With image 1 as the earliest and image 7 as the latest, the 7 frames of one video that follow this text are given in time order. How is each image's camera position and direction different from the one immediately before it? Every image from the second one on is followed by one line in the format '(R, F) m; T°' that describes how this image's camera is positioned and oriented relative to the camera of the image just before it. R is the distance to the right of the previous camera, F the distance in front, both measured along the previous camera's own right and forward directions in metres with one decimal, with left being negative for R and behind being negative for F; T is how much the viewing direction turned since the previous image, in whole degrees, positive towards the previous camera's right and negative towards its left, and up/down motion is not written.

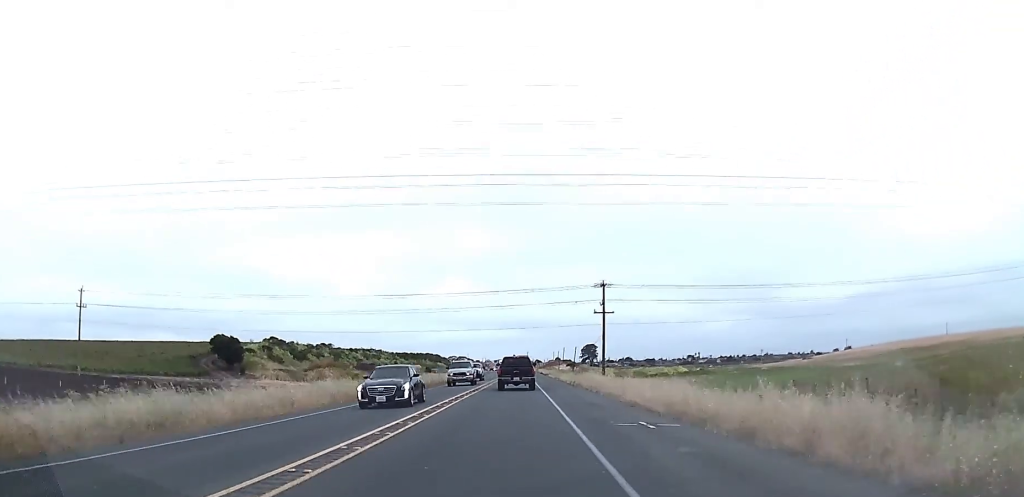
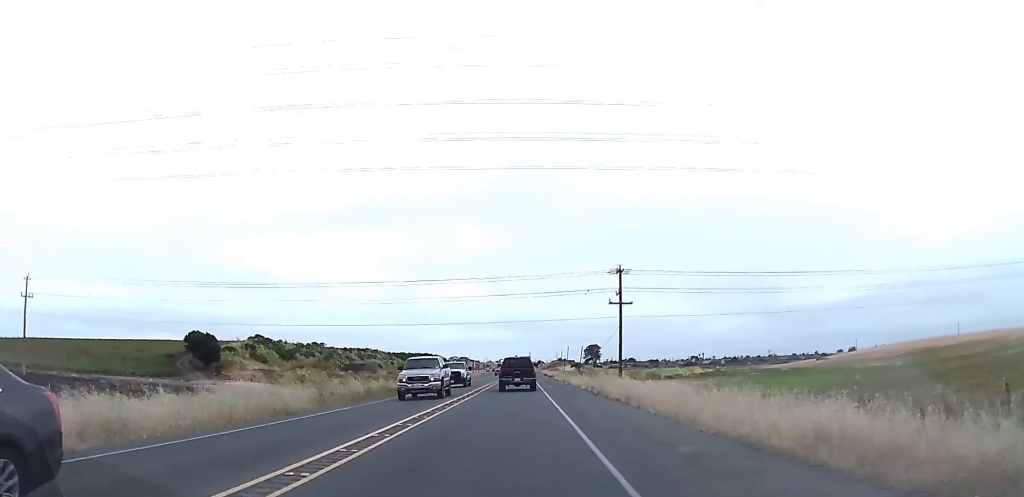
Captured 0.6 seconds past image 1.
(-0.1, +12.7) m; 0°
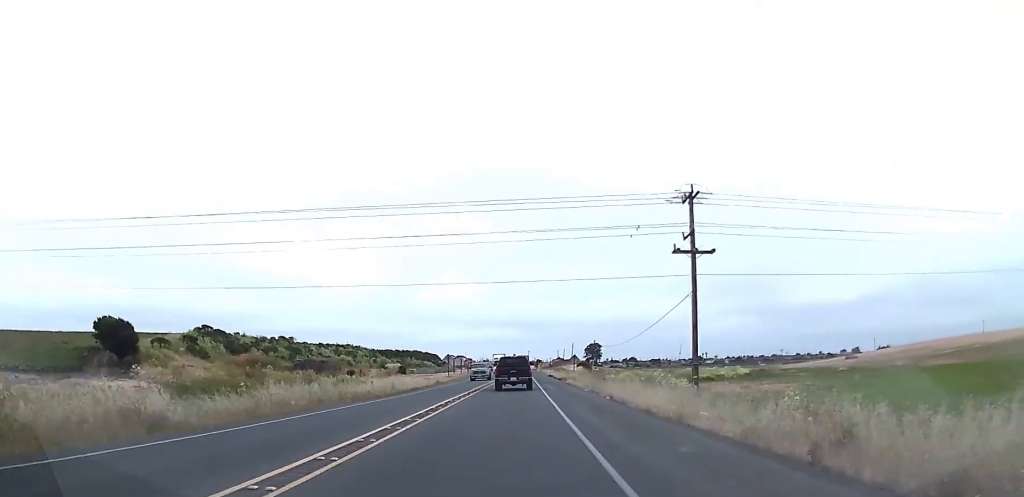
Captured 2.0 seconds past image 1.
(0.0, +31.1) m; 0°
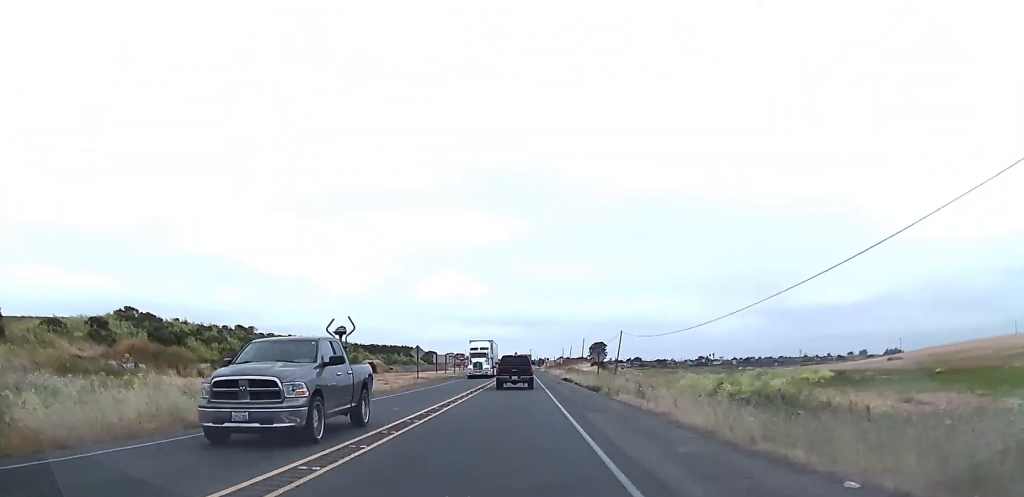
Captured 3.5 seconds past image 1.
(+0.1, +33.2) m; +1°
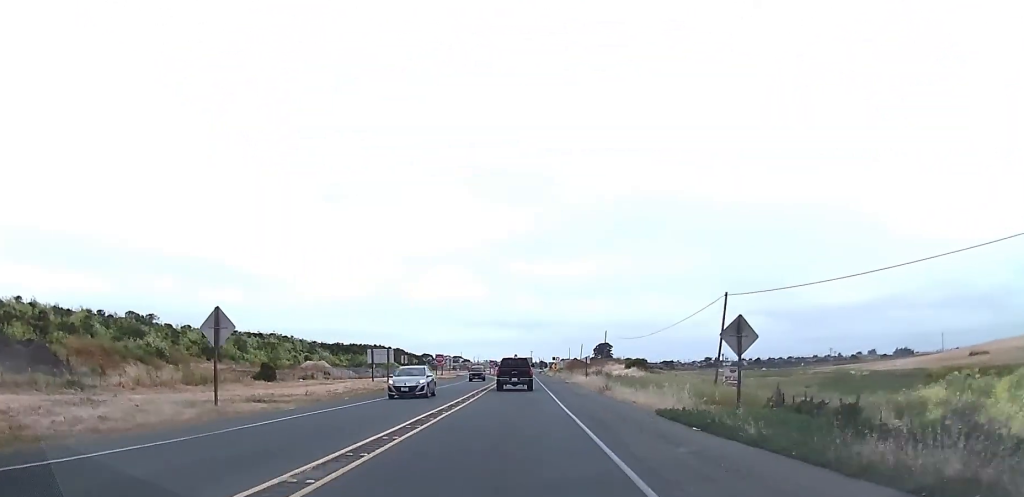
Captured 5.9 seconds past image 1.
(+0.2, +50.8) m; -1°
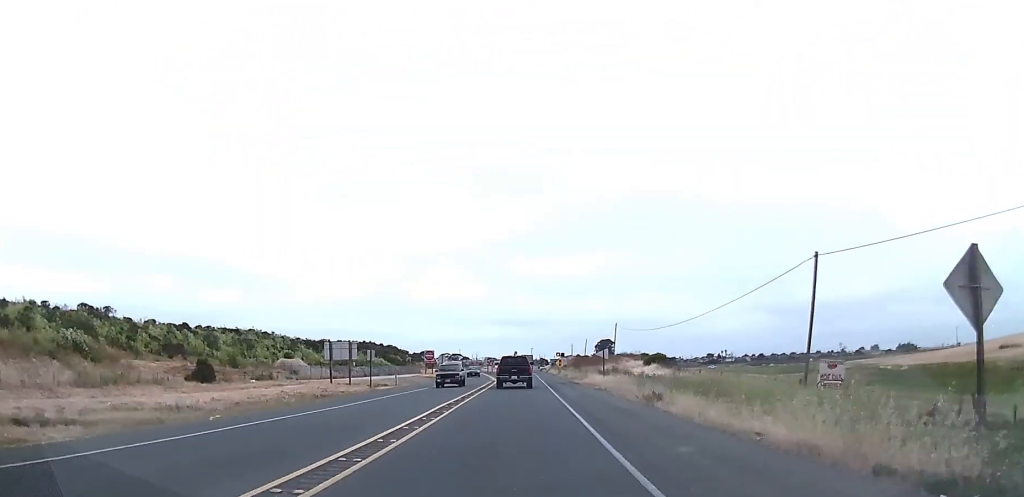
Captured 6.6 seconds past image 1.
(0.0, +15.3) m; 0°
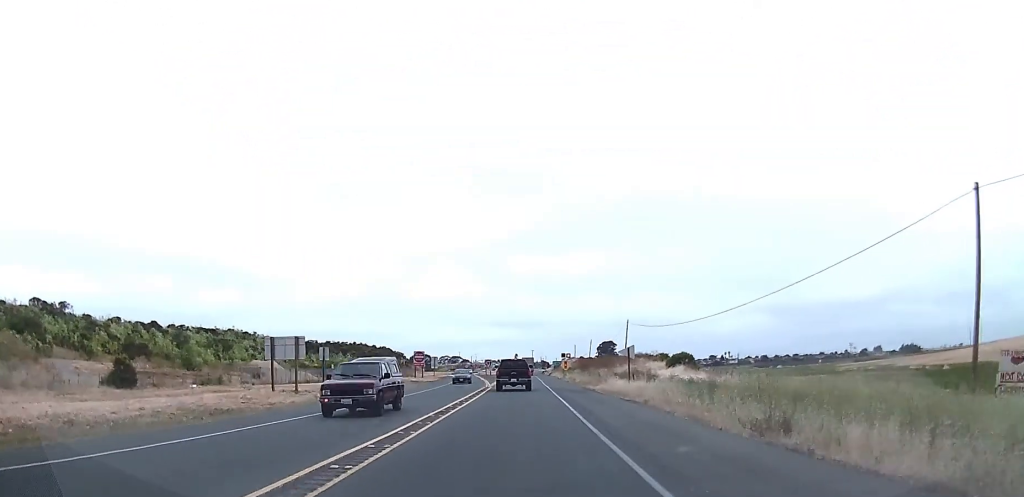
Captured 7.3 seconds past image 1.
(+0.4, +13.1) m; 0°
